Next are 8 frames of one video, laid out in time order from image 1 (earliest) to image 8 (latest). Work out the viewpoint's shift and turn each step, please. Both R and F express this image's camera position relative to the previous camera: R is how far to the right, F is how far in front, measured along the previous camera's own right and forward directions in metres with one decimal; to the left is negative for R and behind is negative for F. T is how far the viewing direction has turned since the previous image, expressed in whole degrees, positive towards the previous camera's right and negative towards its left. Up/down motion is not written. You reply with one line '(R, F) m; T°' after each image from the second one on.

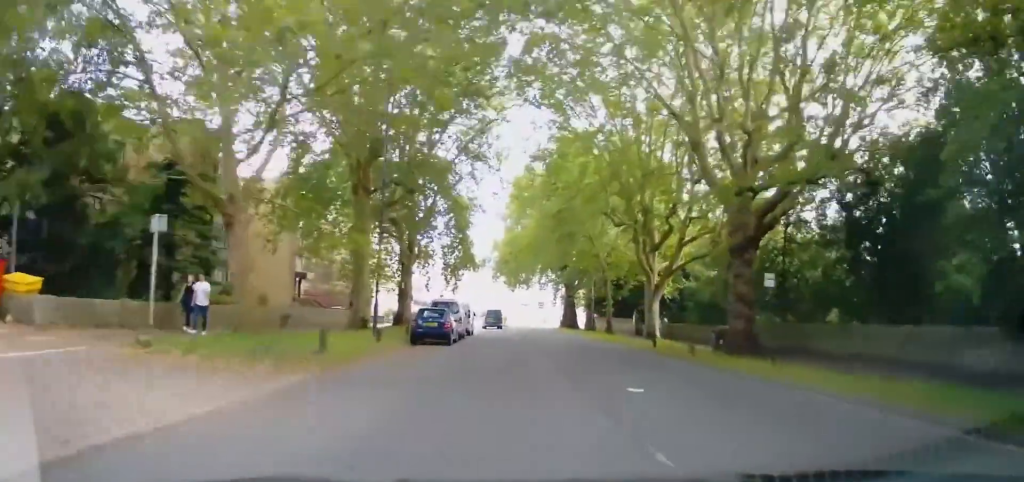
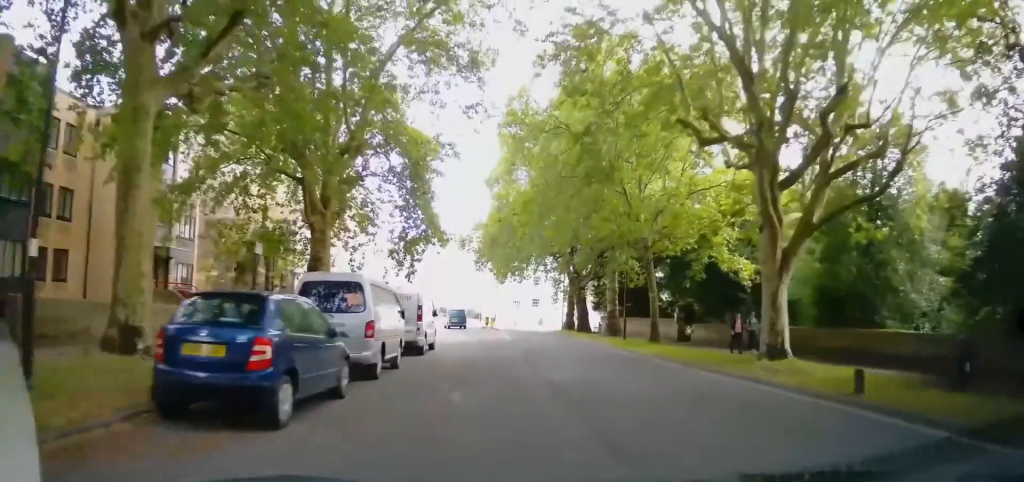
(0.0, +17.1) m; +2°
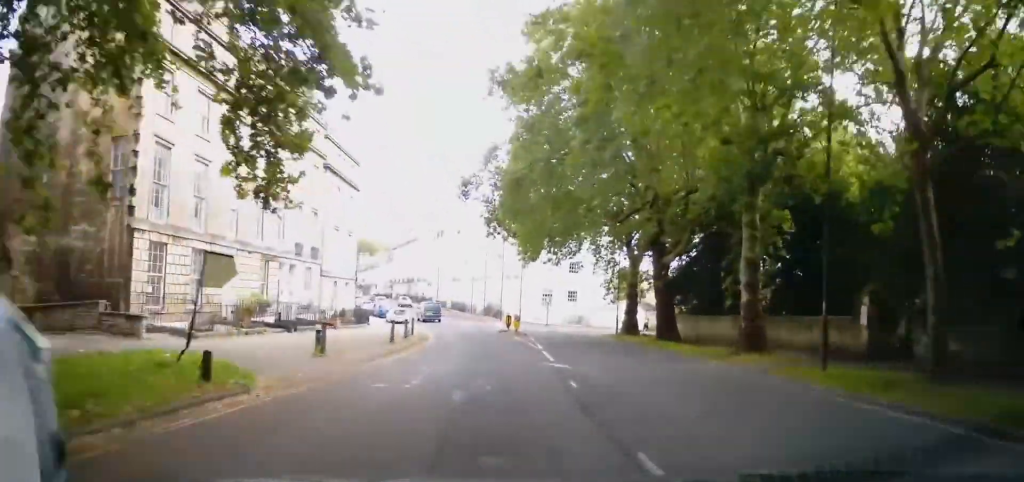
(+1.0, +21.3) m; +3°
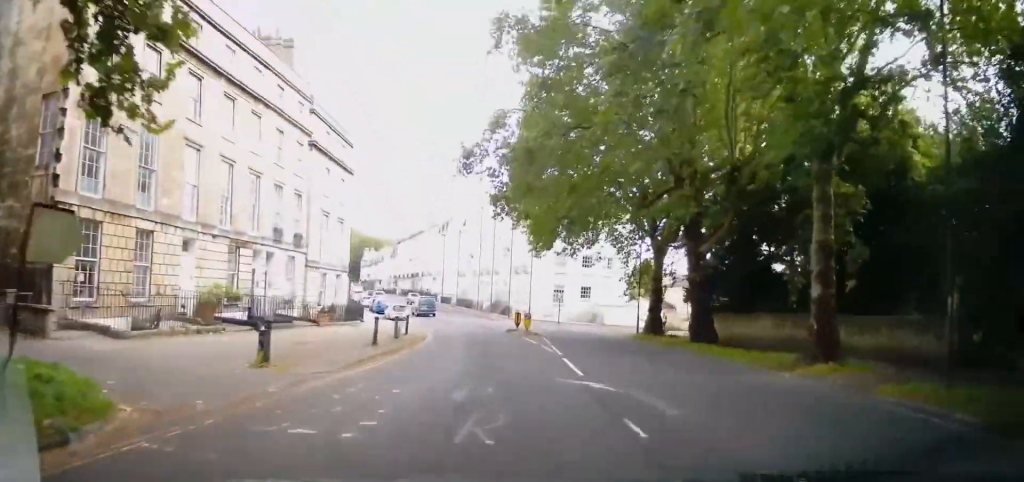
(0.0, +5.0) m; -1°
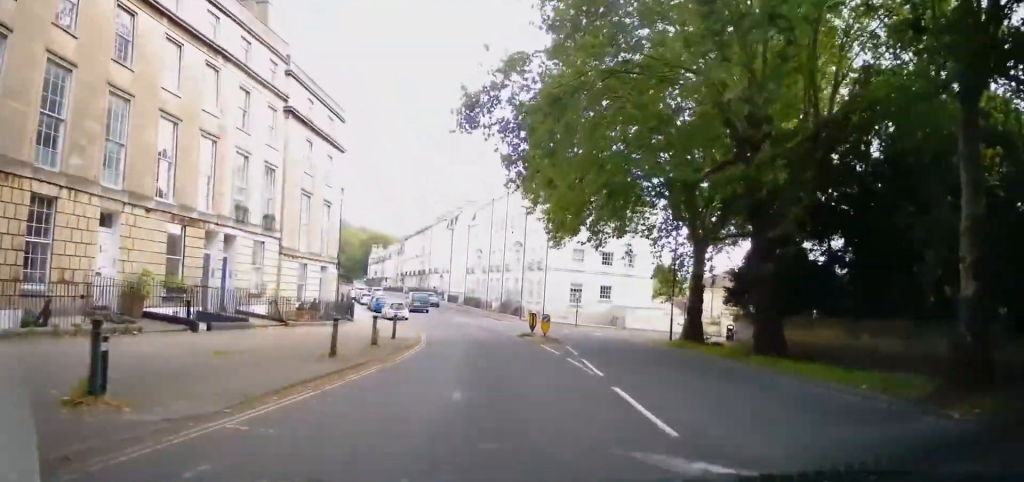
(-0.1, +6.1) m; -1°
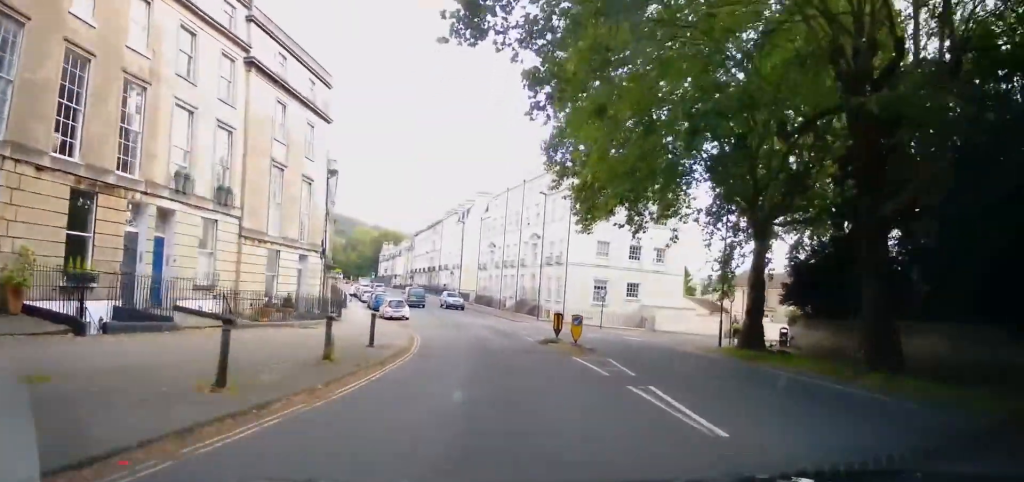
(-0.1, +6.5) m; -1°
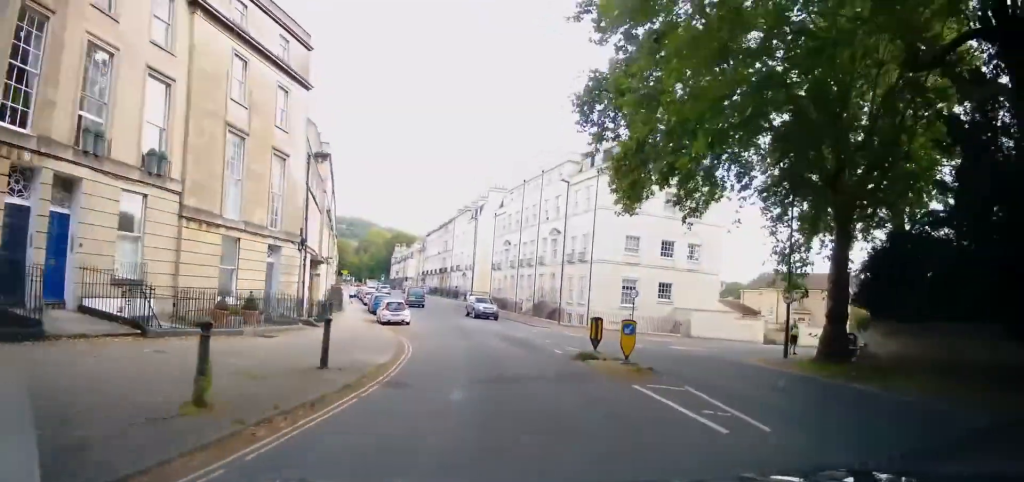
(+0.1, +5.8) m; -3°
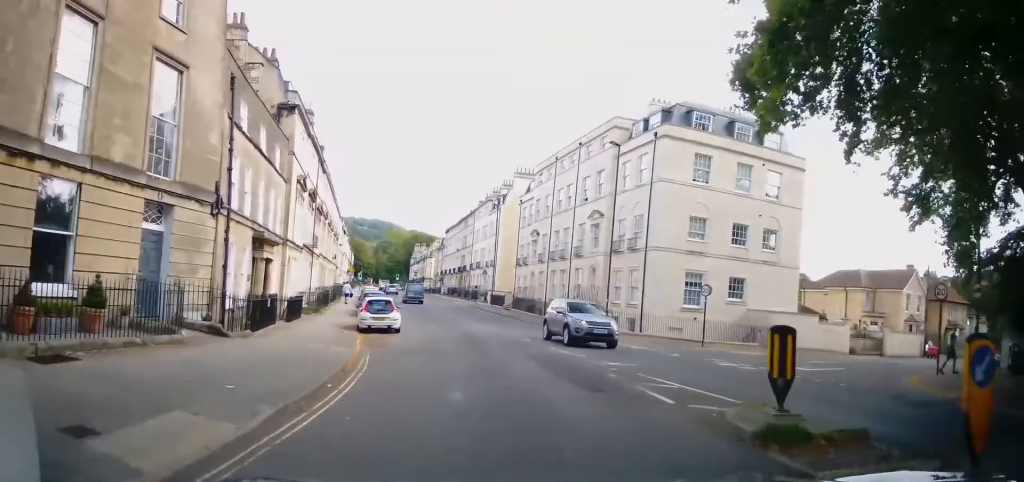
(-0.6, +10.0) m; -4°
